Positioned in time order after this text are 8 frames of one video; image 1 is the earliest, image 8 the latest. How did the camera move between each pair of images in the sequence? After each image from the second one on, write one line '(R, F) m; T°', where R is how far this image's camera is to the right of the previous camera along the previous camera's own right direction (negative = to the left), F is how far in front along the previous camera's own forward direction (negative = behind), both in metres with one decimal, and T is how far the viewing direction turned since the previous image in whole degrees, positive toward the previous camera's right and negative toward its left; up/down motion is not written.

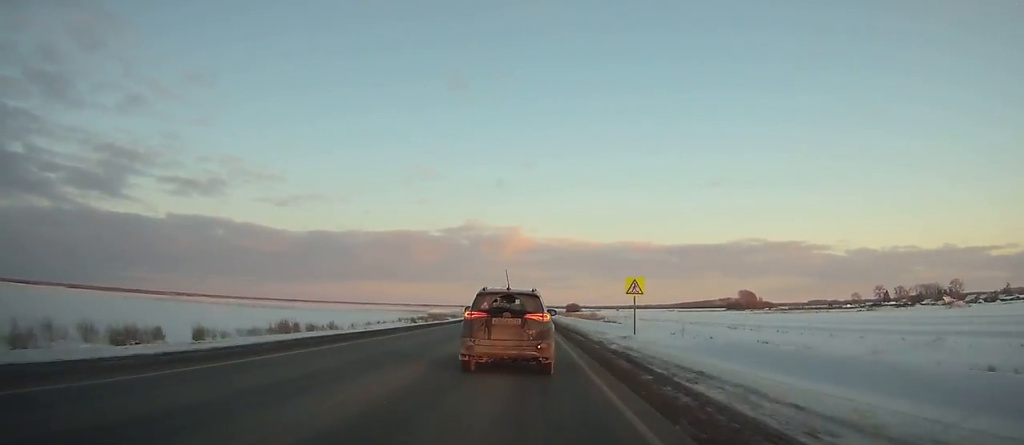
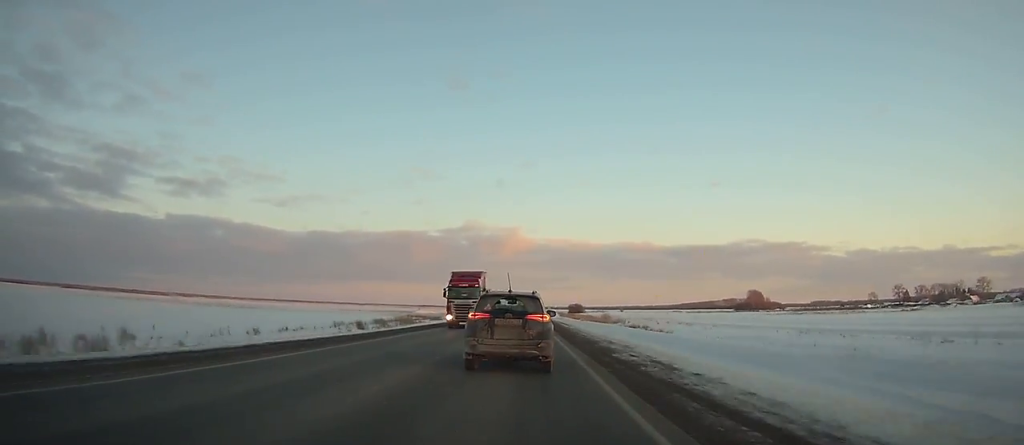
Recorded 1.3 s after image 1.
(0.0, +33.7) m; 0°
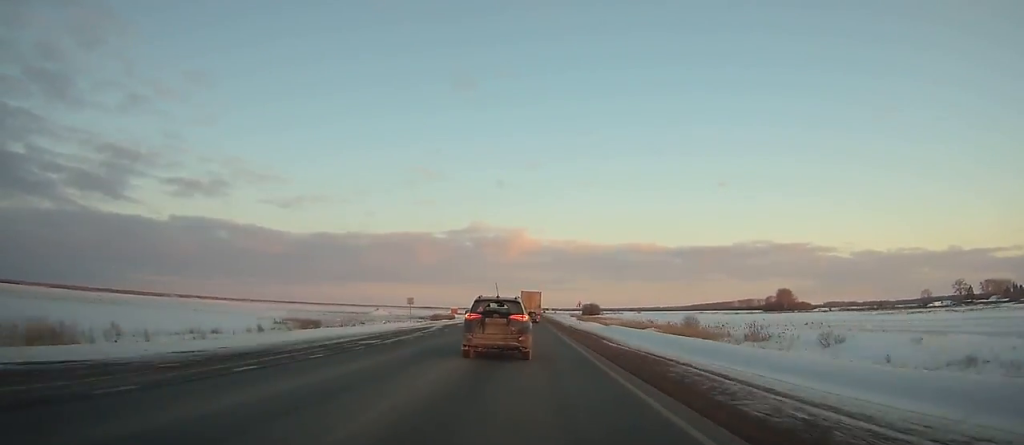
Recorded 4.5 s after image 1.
(-0.4, +82.1) m; 0°
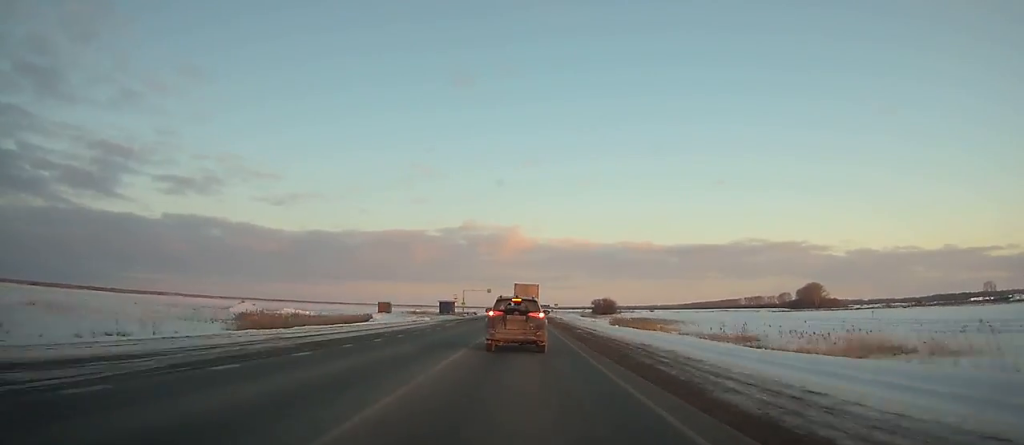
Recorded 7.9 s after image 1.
(+0.2, +86.2) m; 0°
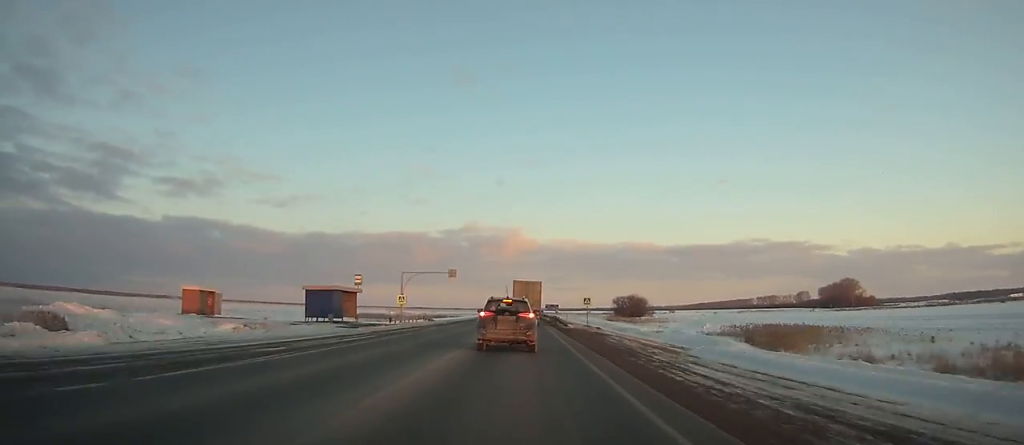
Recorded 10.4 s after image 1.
(+0.3, +62.1) m; 0°
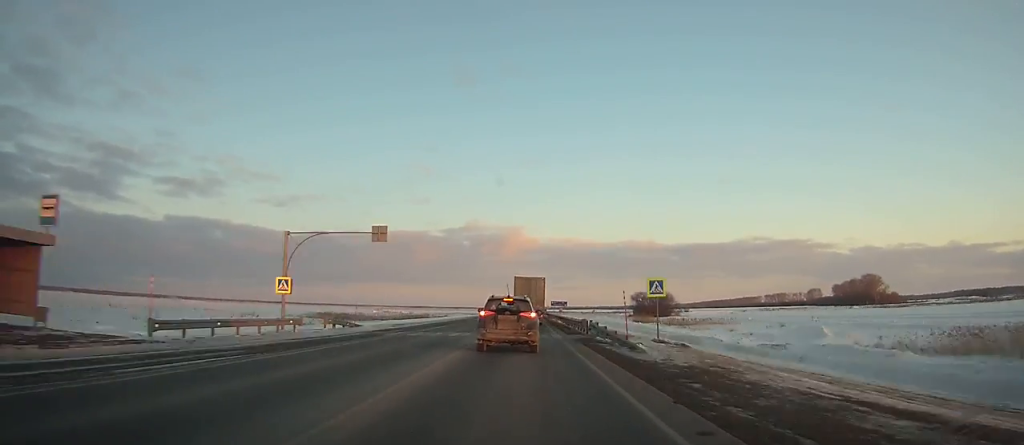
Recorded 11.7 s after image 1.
(0.0, +31.5) m; 0°
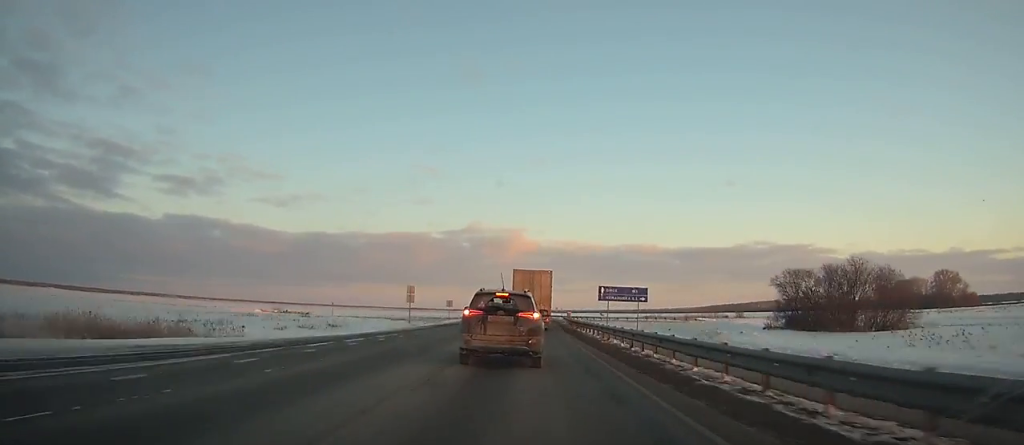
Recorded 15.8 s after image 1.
(-0.2, +95.7) m; 0°
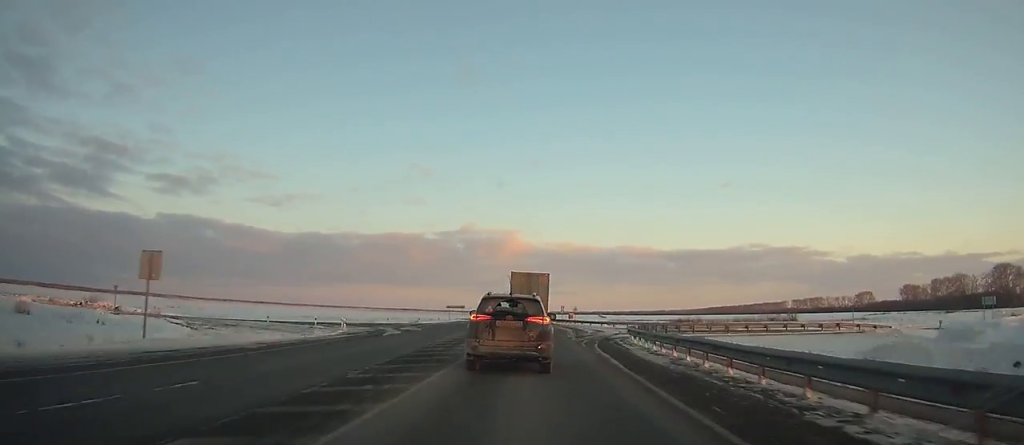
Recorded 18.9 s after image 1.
(+0.5, +68.4) m; +1°
